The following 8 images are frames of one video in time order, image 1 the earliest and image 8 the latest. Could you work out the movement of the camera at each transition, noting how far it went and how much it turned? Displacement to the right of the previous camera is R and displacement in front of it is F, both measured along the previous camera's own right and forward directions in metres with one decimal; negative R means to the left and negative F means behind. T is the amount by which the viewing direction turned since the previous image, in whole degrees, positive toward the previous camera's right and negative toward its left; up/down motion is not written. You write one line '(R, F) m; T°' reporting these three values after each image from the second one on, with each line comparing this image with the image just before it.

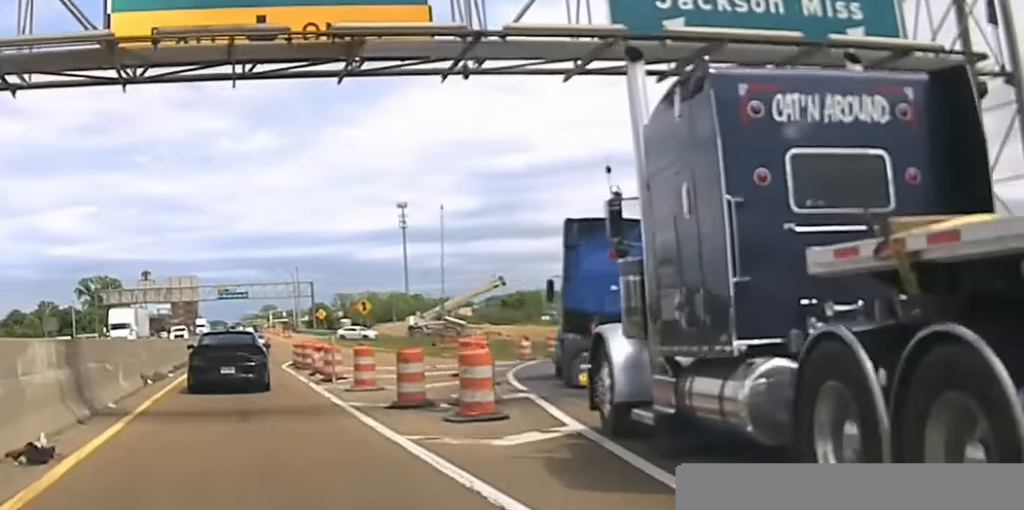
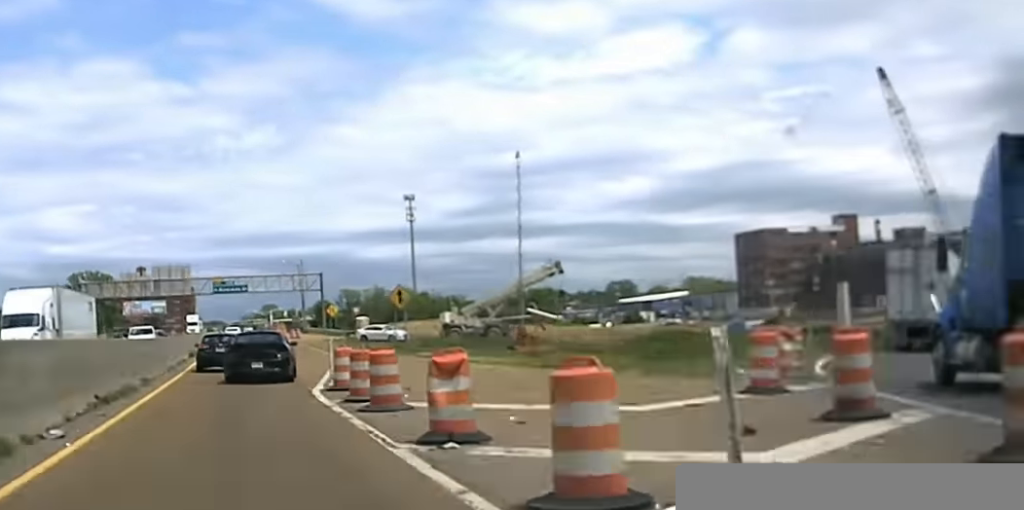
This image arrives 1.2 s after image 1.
(+0.4, +26.7) m; +1°
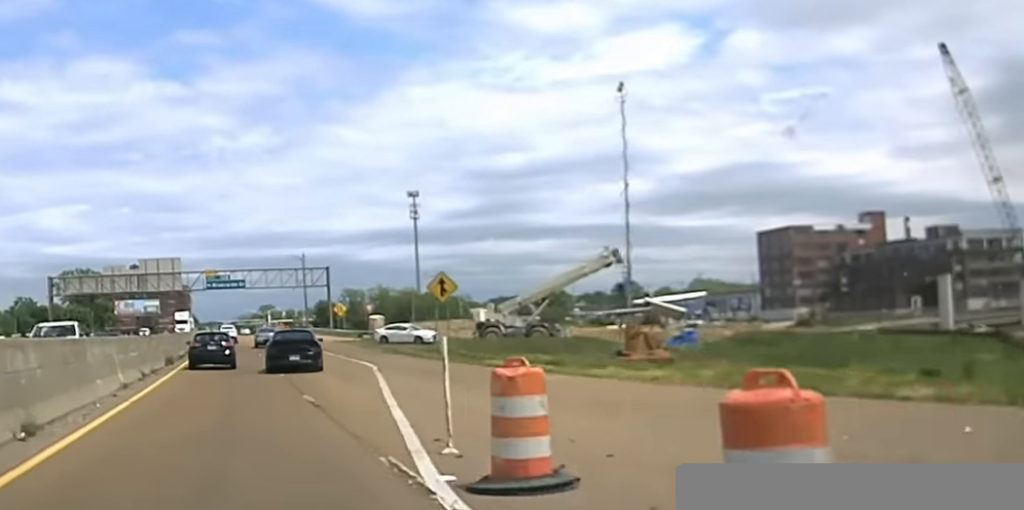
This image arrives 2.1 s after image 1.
(0.0, +21.1) m; 0°
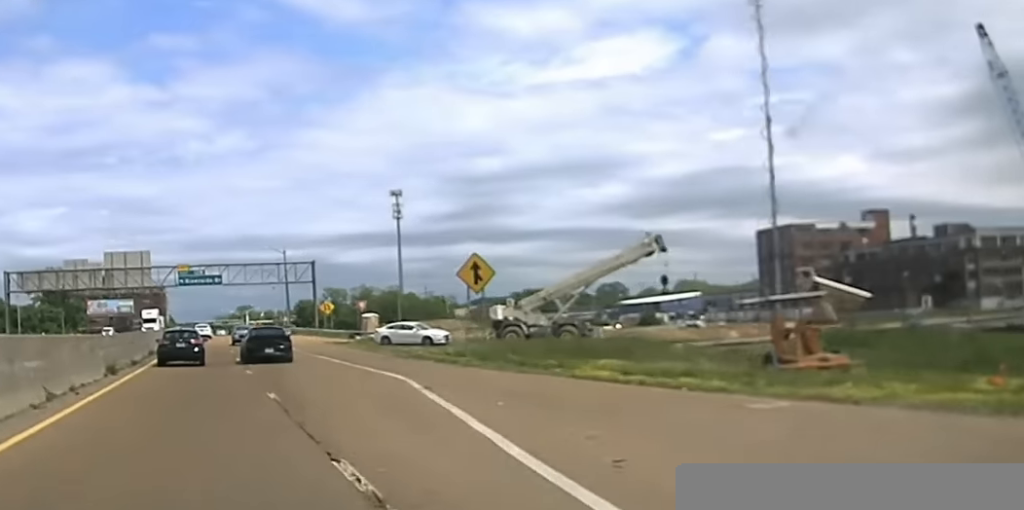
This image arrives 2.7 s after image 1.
(0.0, +14.2) m; 0°
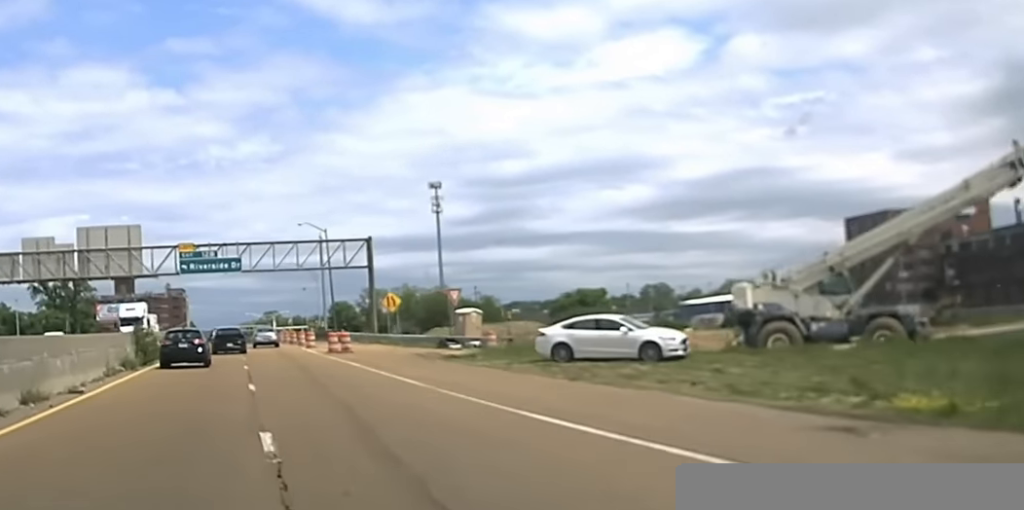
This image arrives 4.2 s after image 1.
(-0.3, +28.3) m; -2°
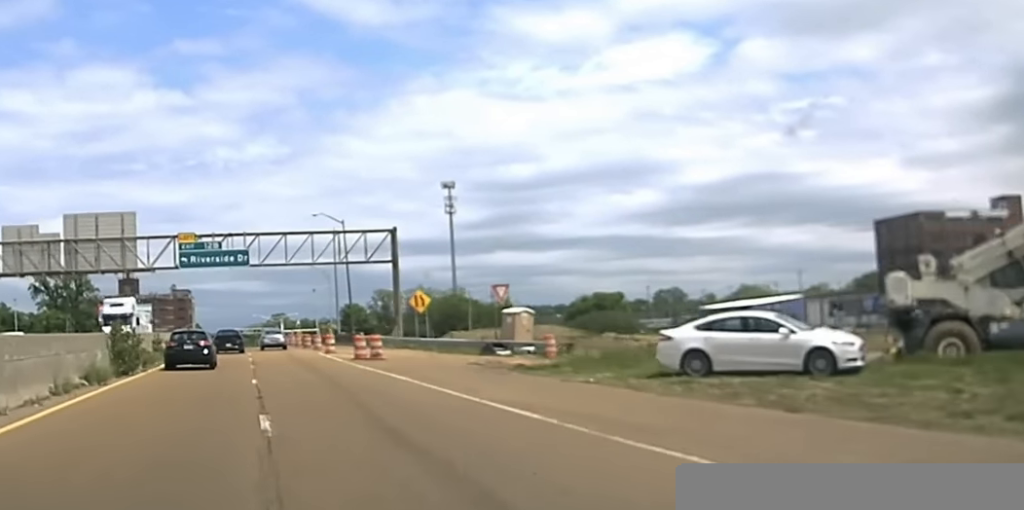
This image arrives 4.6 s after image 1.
(-0.1, +7.9) m; -1°
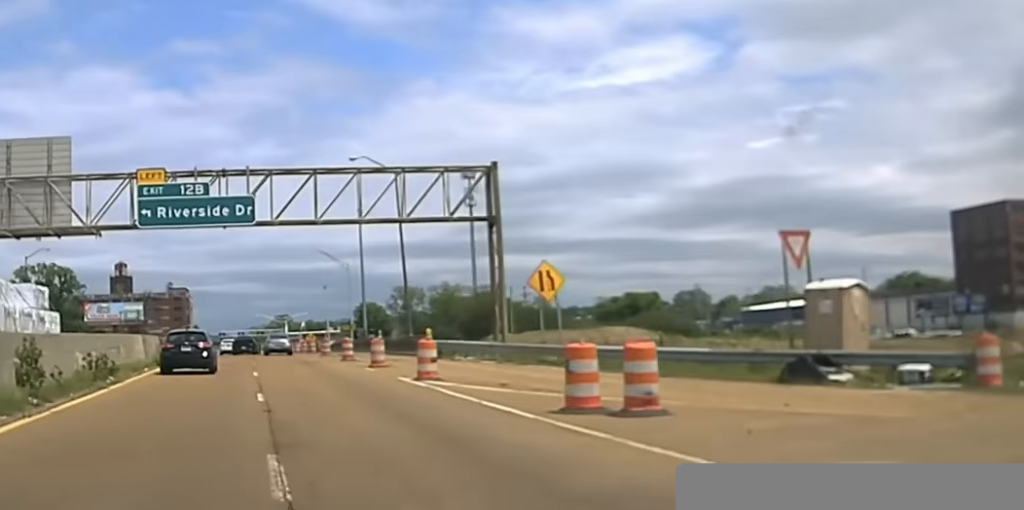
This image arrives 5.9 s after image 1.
(+0.2, +21.7) m; +1°
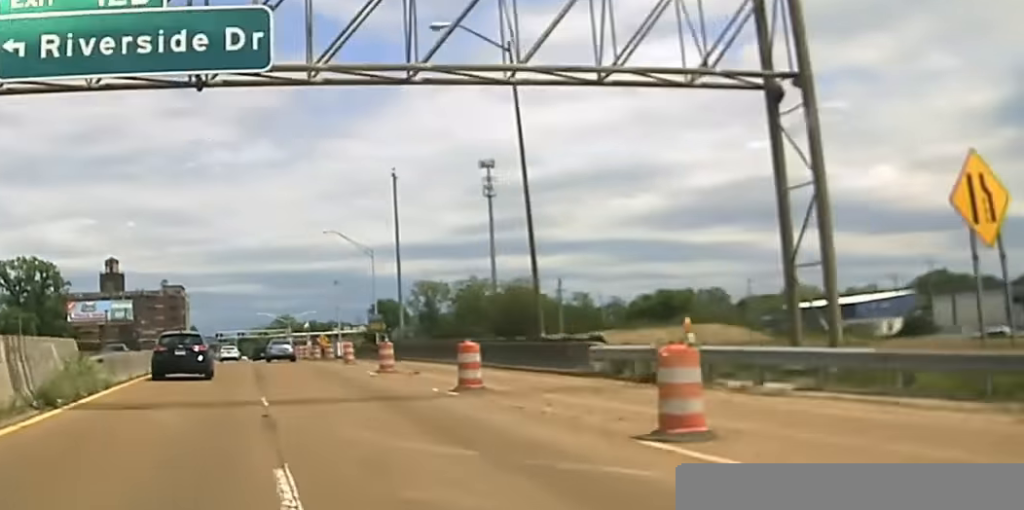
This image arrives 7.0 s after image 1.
(+0.3, +22.7) m; 0°
